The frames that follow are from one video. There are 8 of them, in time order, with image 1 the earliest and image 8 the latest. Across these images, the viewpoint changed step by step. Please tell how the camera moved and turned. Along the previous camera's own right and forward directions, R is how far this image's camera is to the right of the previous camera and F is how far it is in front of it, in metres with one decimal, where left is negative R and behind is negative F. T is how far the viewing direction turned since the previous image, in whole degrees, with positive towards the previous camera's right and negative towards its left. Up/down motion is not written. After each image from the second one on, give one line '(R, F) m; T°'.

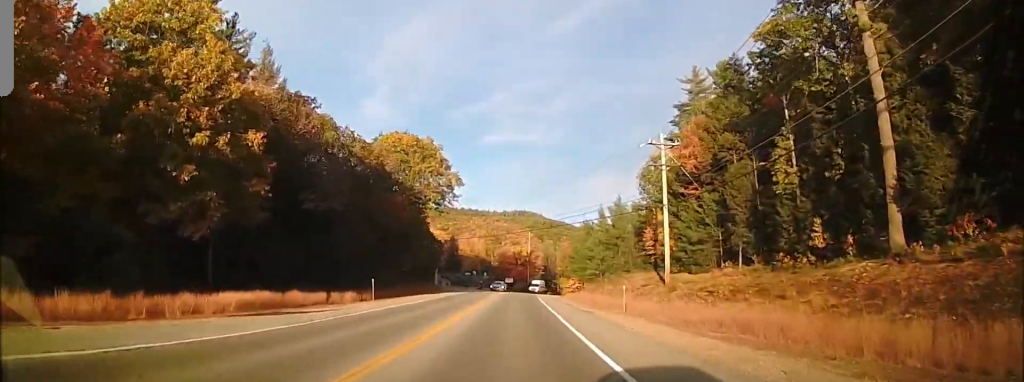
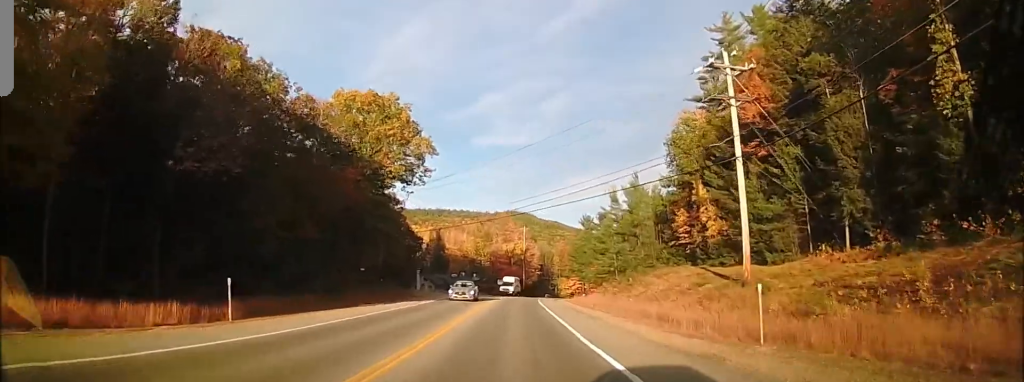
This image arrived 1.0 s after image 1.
(-0.6, +17.8) m; -1°
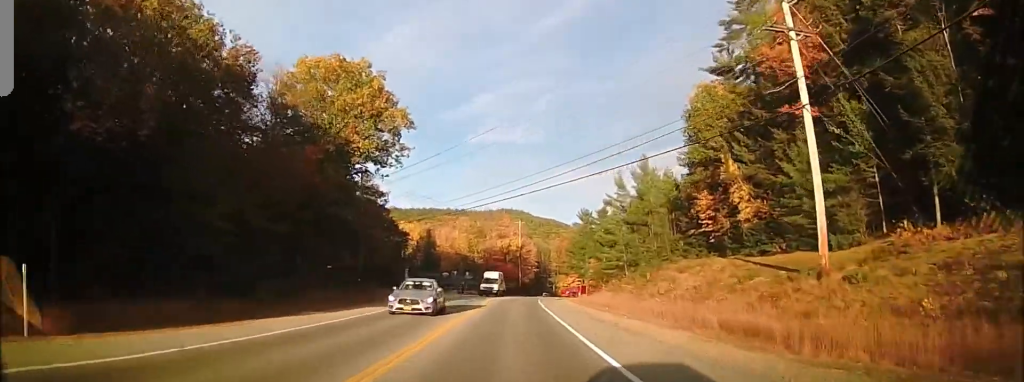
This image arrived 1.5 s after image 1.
(+0.1, +8.5) m; 0°
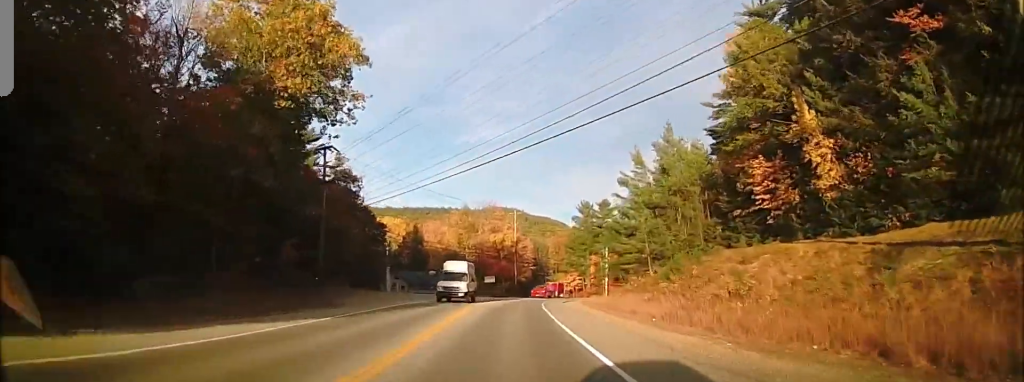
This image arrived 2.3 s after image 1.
(0.0, +12.6) m; 0°
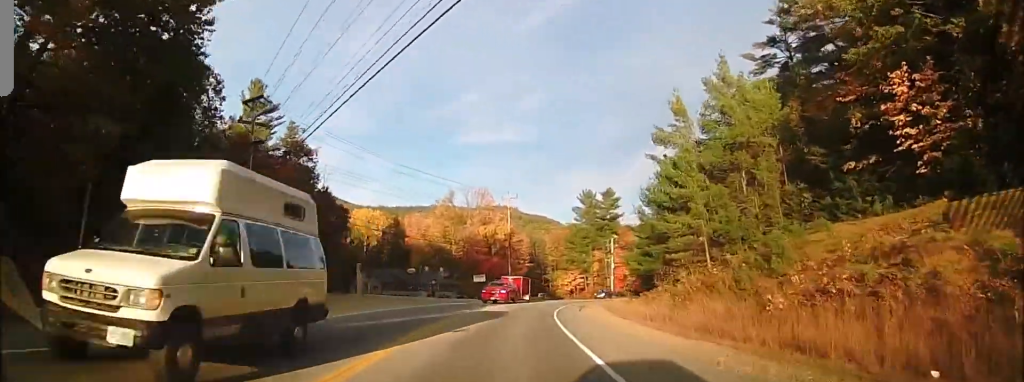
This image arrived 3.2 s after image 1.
(-0.1, +16.1) m; +1°
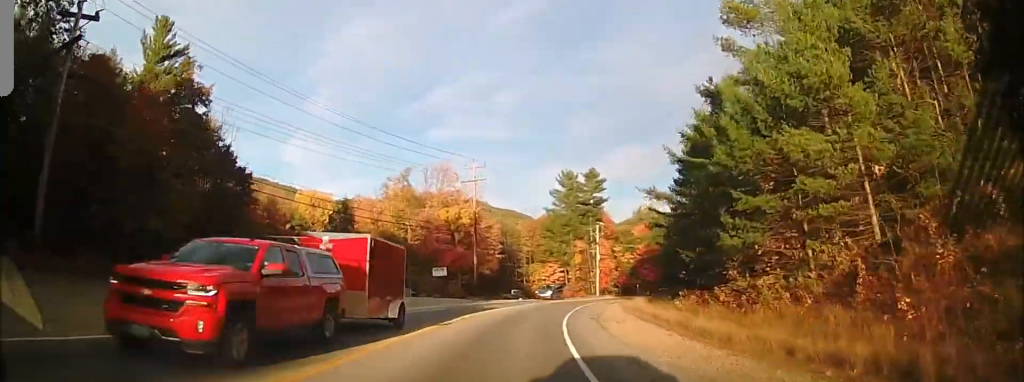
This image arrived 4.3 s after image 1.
(+0.7, +18.6) m; +4°
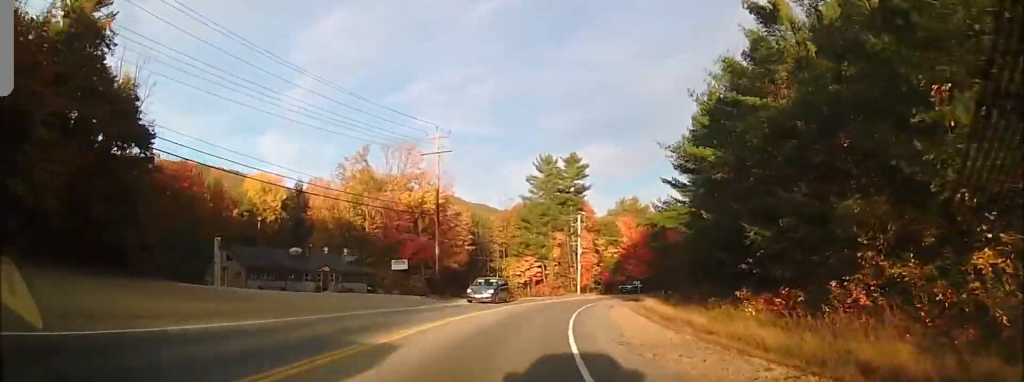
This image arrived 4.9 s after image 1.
(+0.4, +11.1) m; +1°
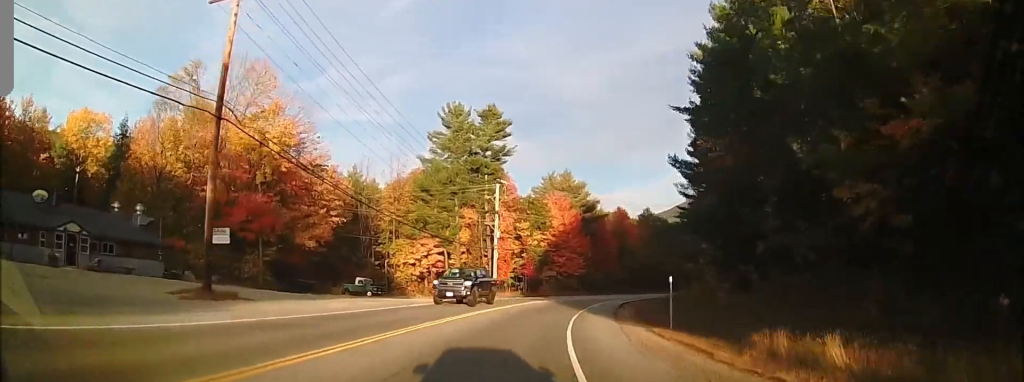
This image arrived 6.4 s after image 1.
(+1.5, +26.8) m; +9°
